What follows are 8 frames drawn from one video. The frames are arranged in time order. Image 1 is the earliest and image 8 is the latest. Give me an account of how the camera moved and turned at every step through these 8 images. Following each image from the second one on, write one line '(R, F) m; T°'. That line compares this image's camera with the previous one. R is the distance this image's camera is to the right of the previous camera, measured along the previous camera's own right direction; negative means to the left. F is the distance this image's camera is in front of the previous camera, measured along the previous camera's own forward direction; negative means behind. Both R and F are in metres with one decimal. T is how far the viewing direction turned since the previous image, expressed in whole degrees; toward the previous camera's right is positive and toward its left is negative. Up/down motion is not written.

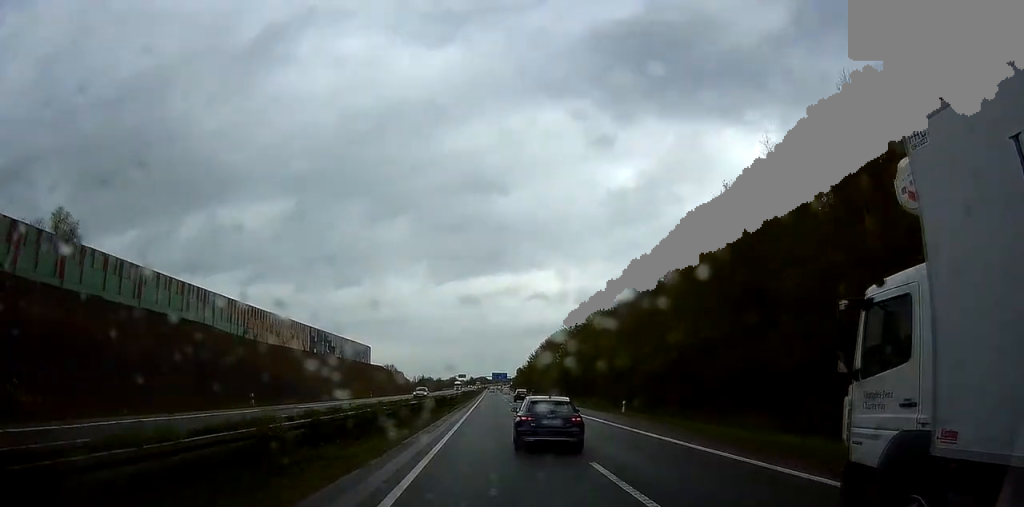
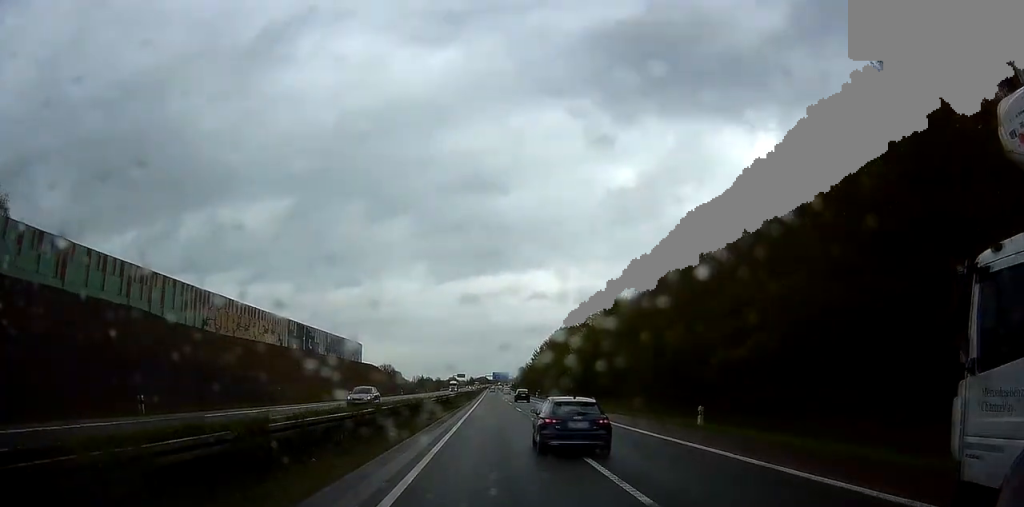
(0.0, +16.2) m; 0°
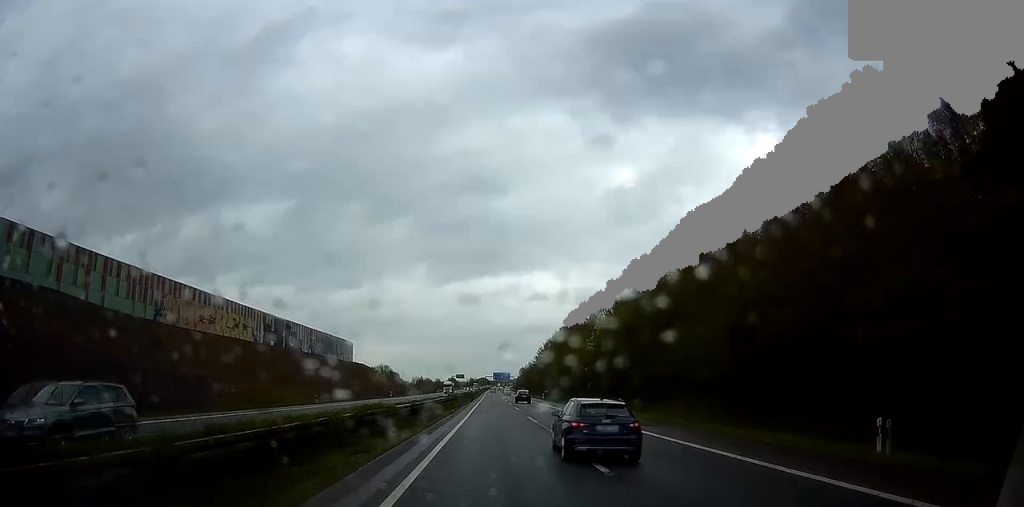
(0.0, +14.3) m; 0°
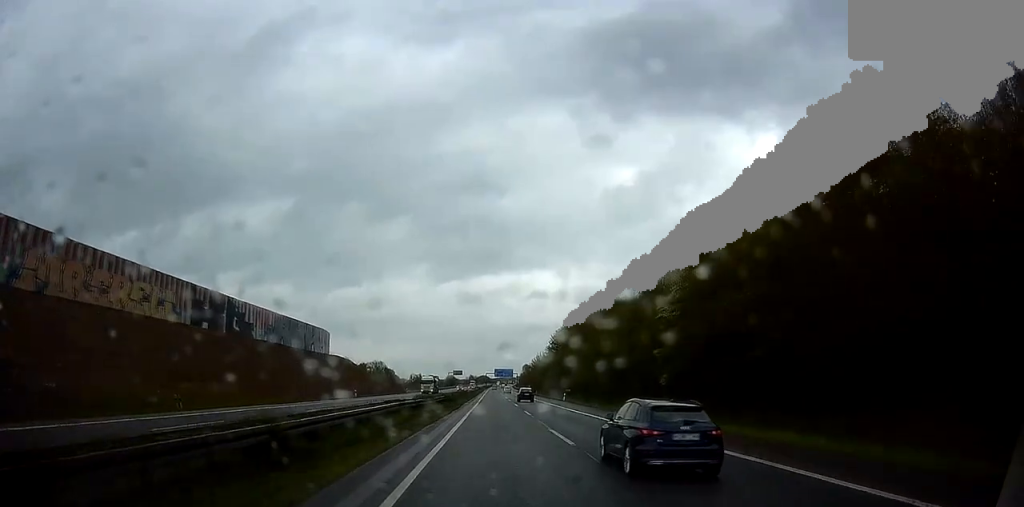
(-0.1, +29.8) m; 0°
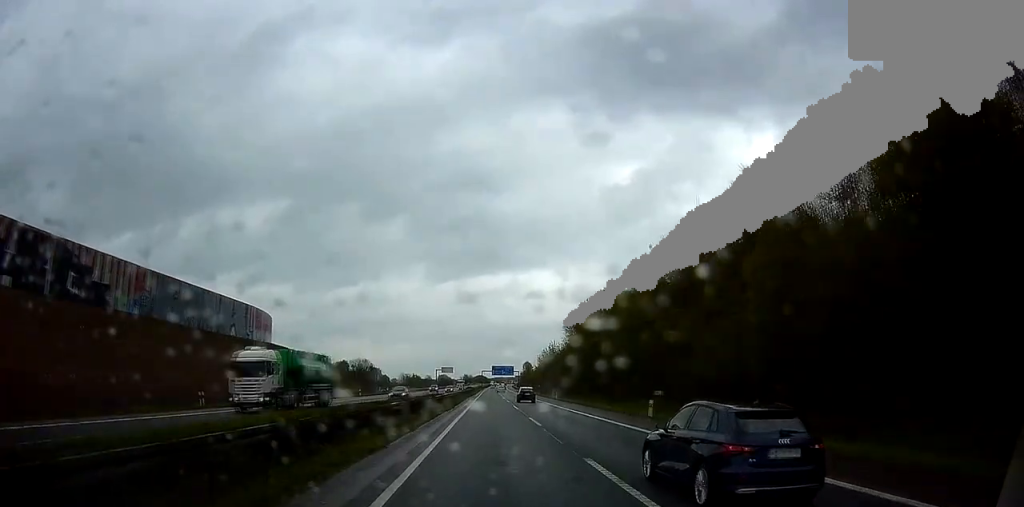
(-0.2, +45.1) m; -1°
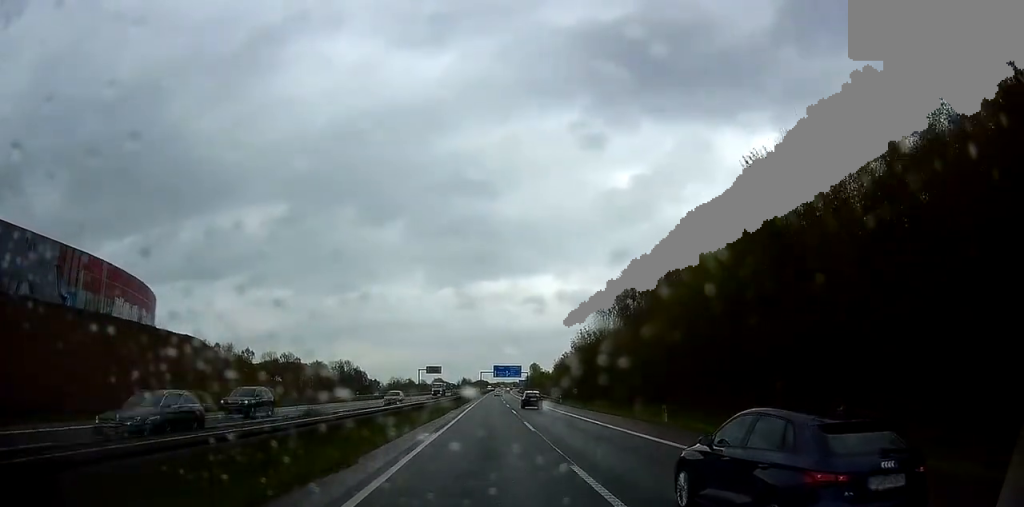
(+0.4, +53.9) m; +1°
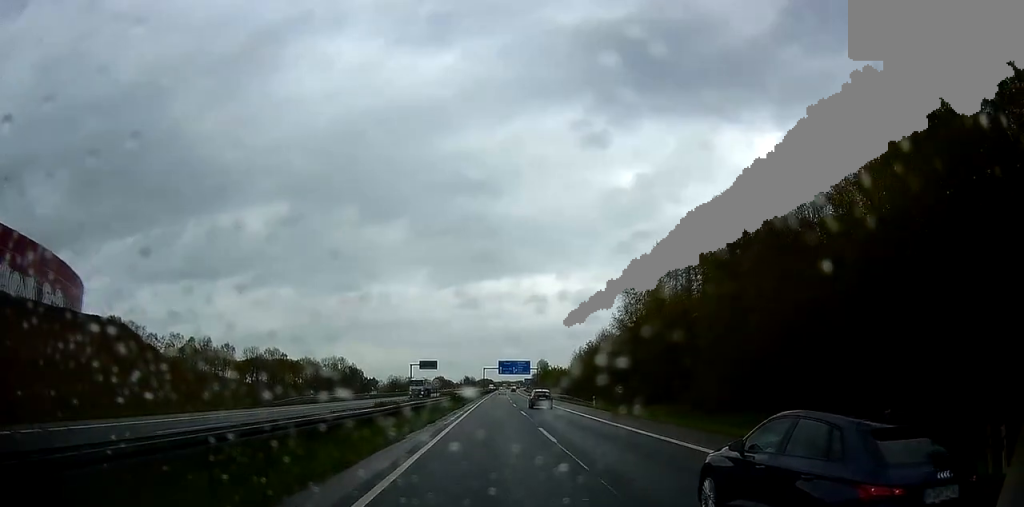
(+0.1, +23.8) m; 0°
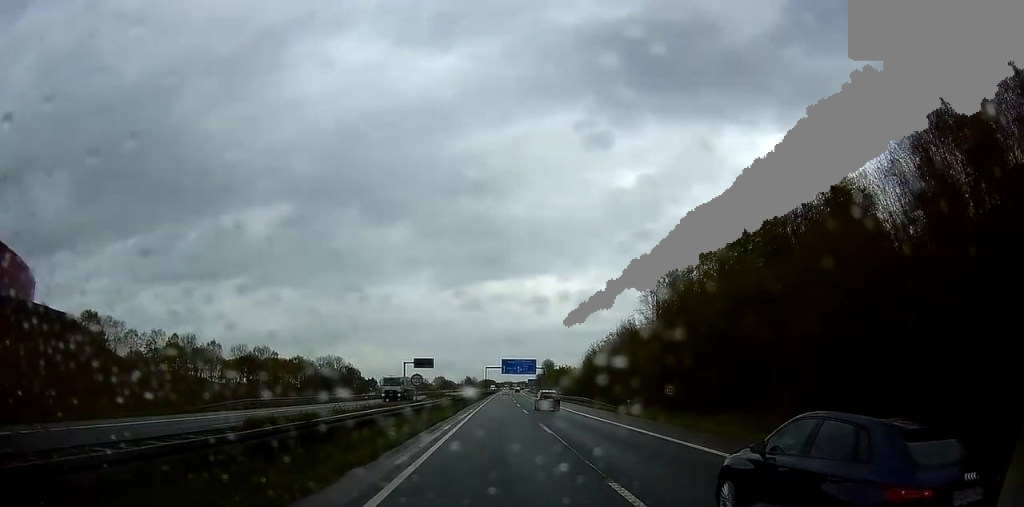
(-0.1, +14.0) m; 0°
